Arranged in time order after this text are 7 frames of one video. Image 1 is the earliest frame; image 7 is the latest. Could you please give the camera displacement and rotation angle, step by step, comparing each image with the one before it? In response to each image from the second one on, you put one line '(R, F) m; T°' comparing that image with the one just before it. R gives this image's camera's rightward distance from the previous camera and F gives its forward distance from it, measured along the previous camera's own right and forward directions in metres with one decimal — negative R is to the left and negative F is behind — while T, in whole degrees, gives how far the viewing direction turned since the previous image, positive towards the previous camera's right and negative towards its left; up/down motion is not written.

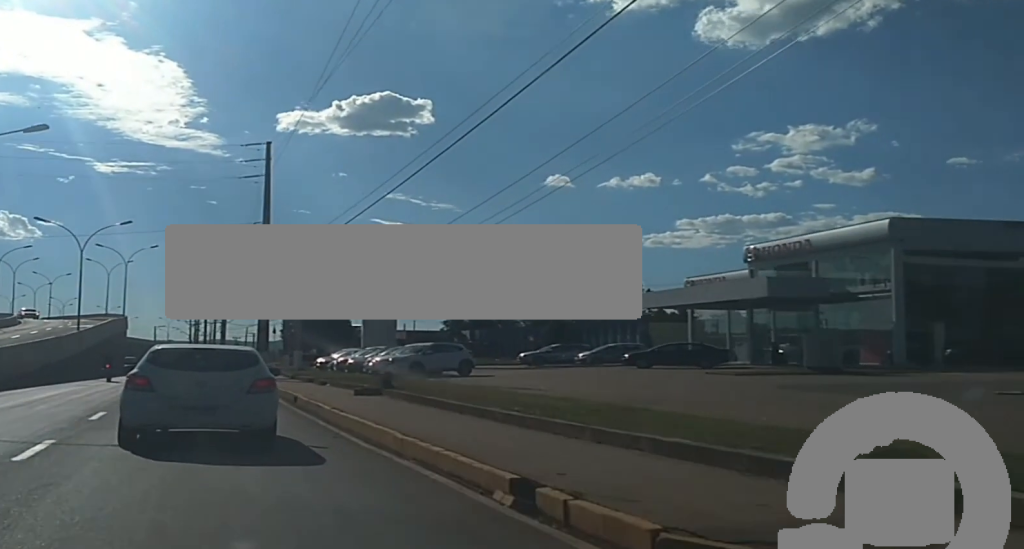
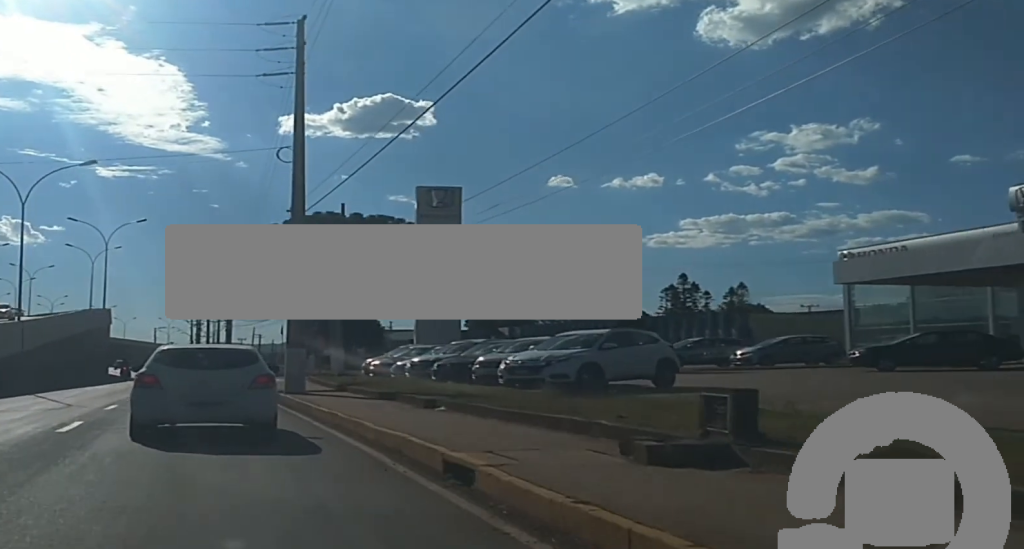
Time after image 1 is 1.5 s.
(+0.1, +18.9) m; +1°
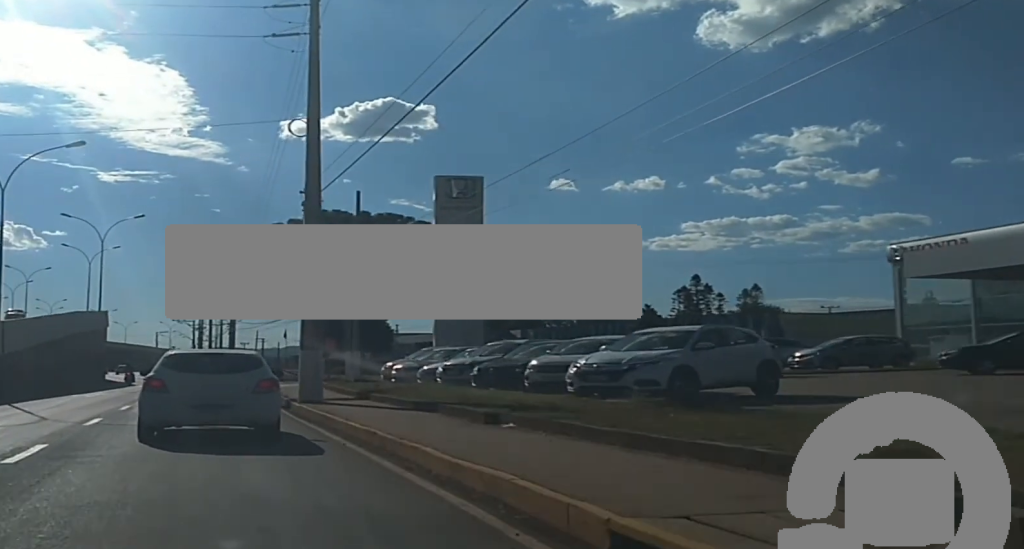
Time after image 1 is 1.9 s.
(0.0, +4.9) m; 0°
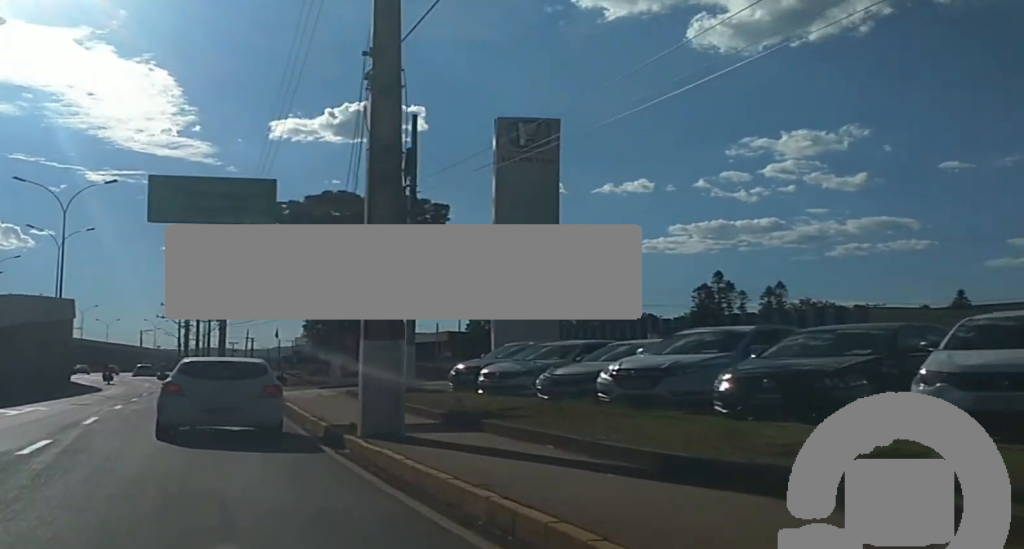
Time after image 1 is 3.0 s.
(0.0, +13.4) m; -1°
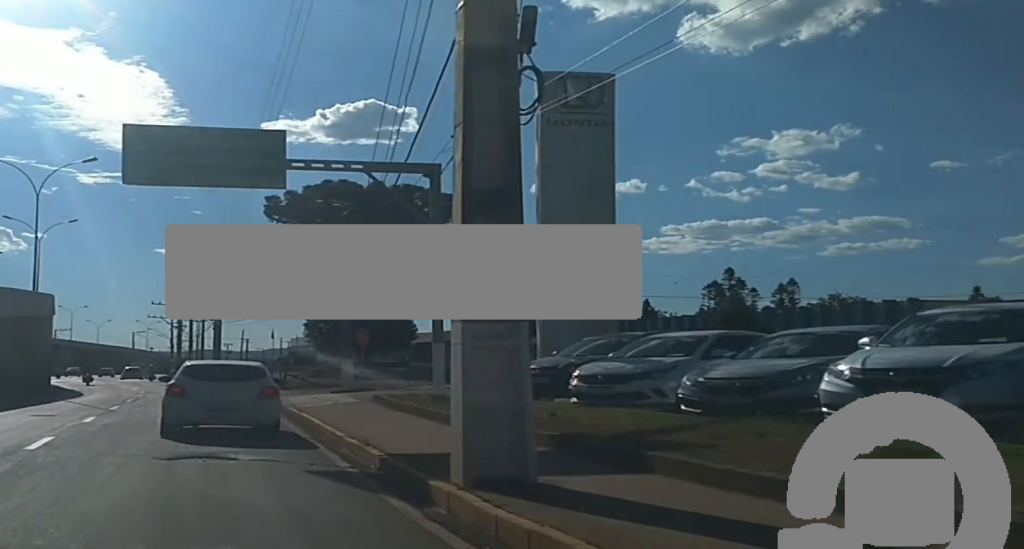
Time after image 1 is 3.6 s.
(-0.1, +6.5) m; 0°
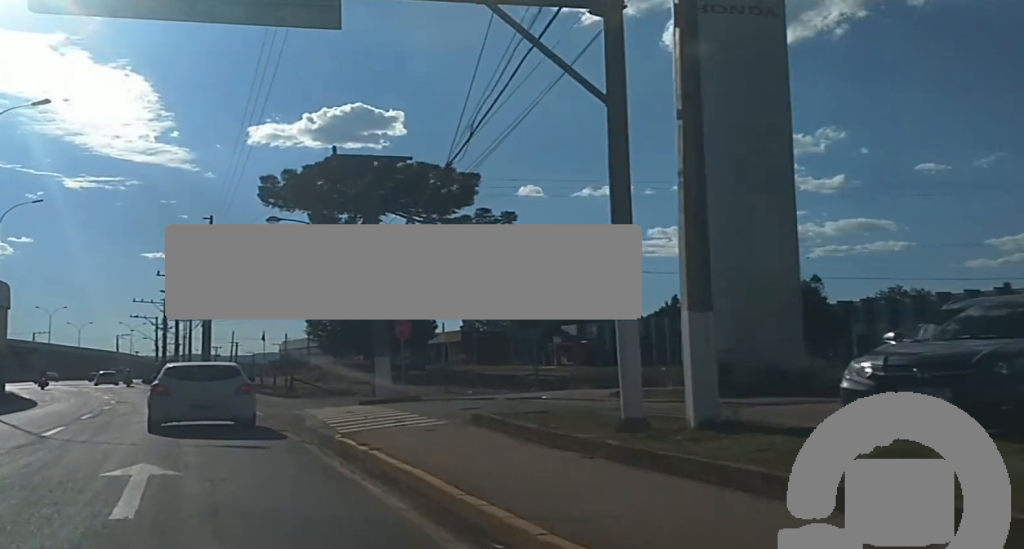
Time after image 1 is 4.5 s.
(-0.1, +11.5) m; 0°
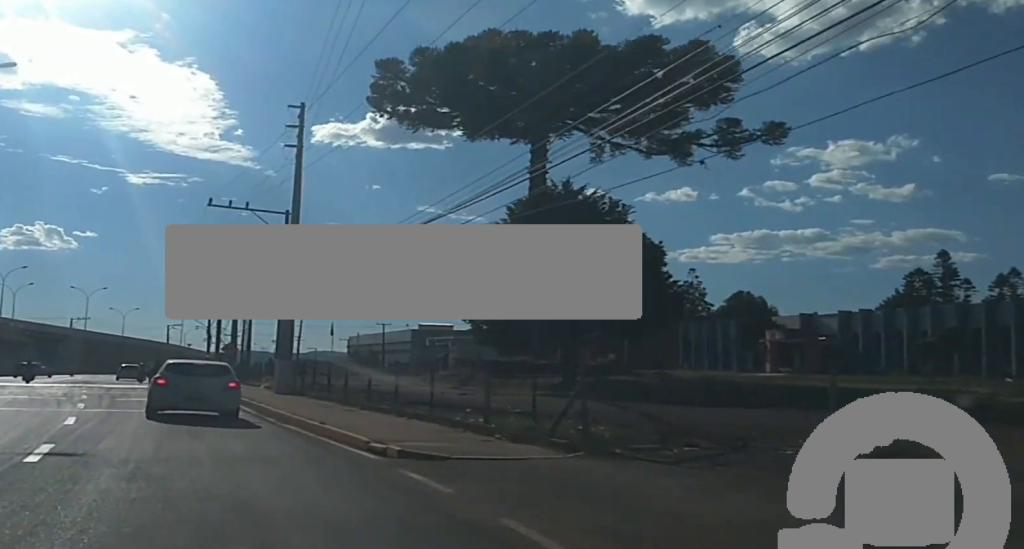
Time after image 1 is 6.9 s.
(0.0, +29.1) m; 0°
